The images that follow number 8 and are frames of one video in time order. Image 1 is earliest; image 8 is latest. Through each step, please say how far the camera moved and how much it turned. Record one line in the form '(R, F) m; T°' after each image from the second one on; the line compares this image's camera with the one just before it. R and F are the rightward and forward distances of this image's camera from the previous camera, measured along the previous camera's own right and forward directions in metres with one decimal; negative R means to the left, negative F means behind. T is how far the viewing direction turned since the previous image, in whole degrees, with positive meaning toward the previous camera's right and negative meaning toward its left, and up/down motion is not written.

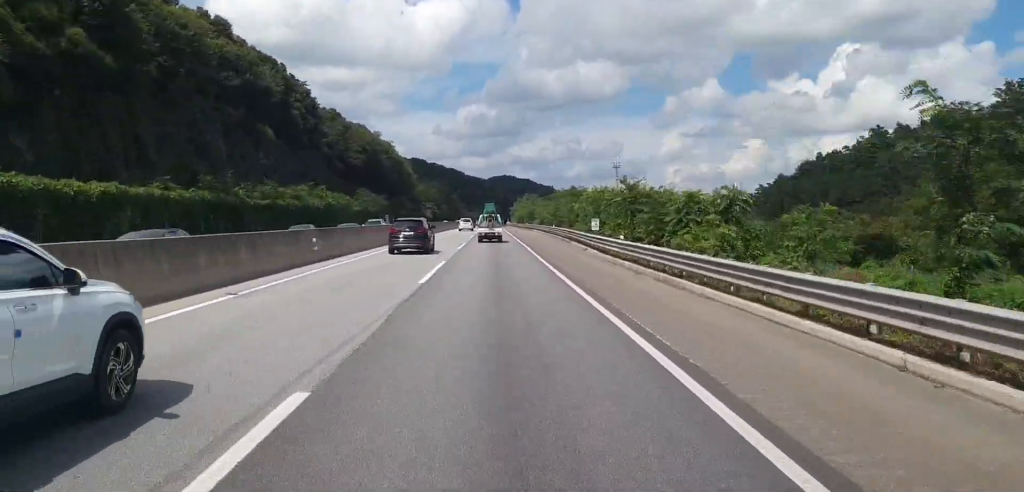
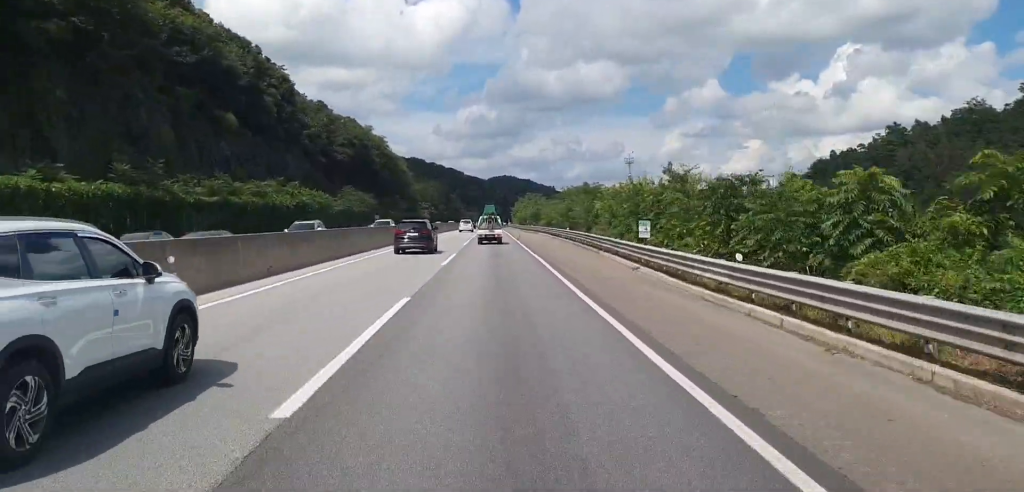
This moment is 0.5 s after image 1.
(+0.2, +13.3) m; +1°
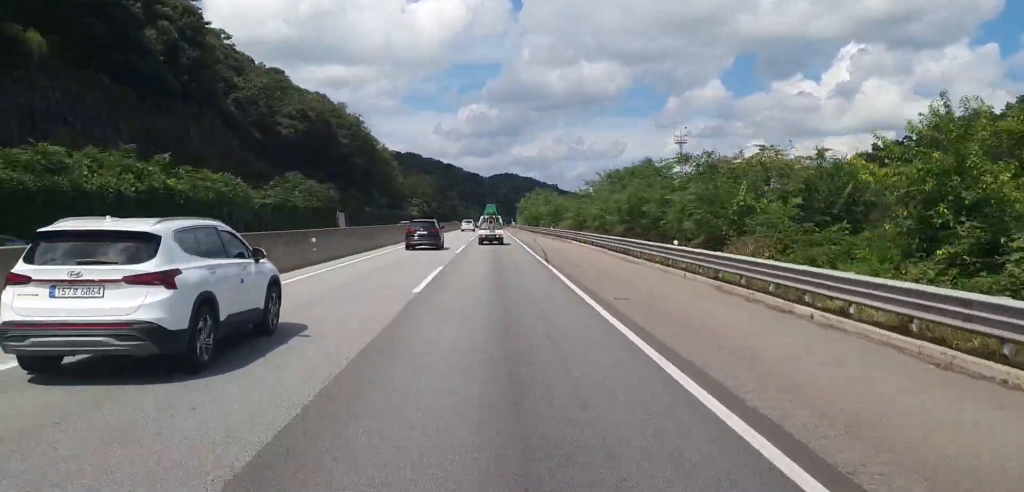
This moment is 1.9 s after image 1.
(+0.3, +34.1) m; +1°
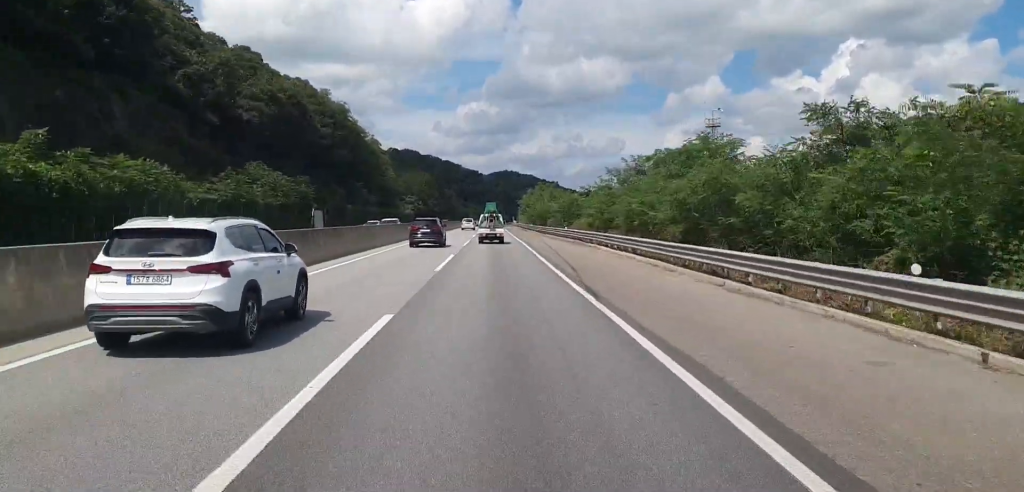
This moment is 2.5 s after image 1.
(0.0, +14.1) m; -1°
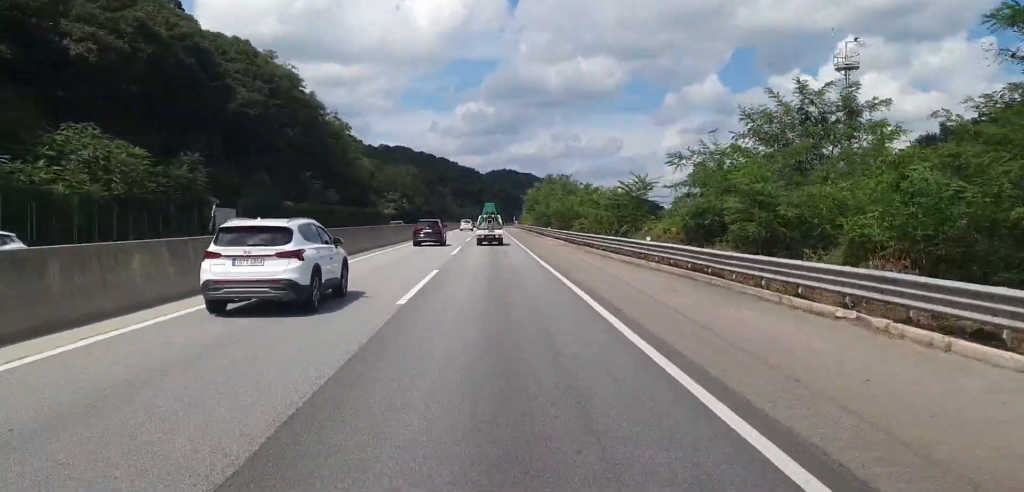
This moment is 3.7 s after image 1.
(-0.4, +31.5) m; -1°
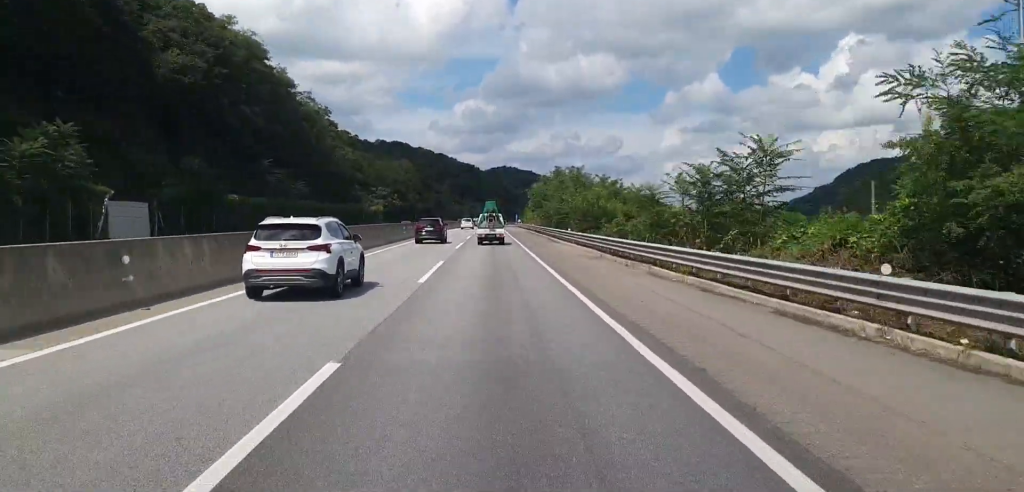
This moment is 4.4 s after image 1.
(+0.1, +16.6) m; 0°
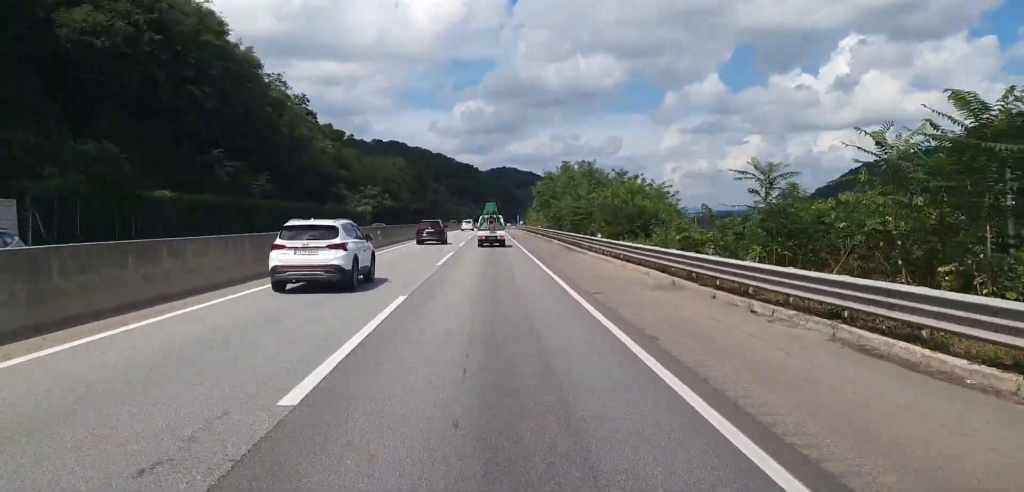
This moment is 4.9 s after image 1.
(+0.2, +13.3) m; 0°
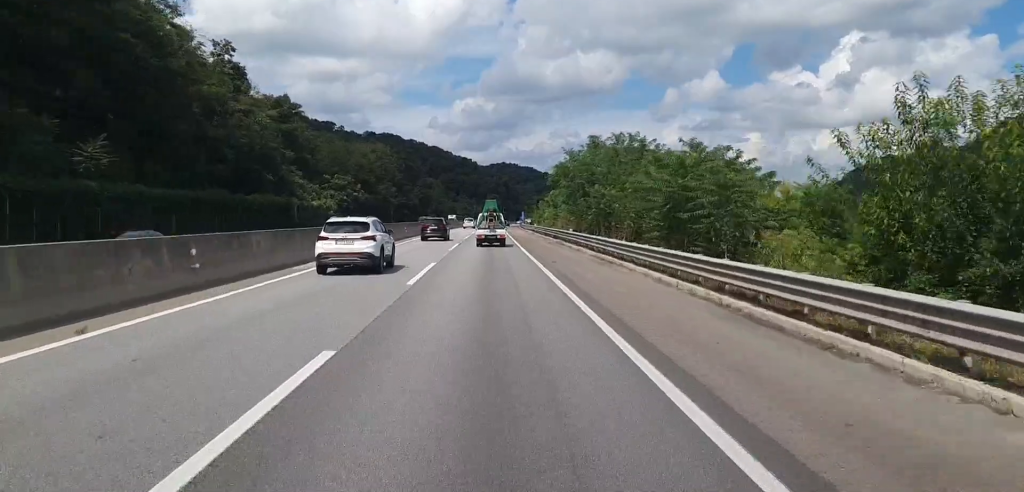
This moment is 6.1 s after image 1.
(-0.3, +29.6) m; 0°
